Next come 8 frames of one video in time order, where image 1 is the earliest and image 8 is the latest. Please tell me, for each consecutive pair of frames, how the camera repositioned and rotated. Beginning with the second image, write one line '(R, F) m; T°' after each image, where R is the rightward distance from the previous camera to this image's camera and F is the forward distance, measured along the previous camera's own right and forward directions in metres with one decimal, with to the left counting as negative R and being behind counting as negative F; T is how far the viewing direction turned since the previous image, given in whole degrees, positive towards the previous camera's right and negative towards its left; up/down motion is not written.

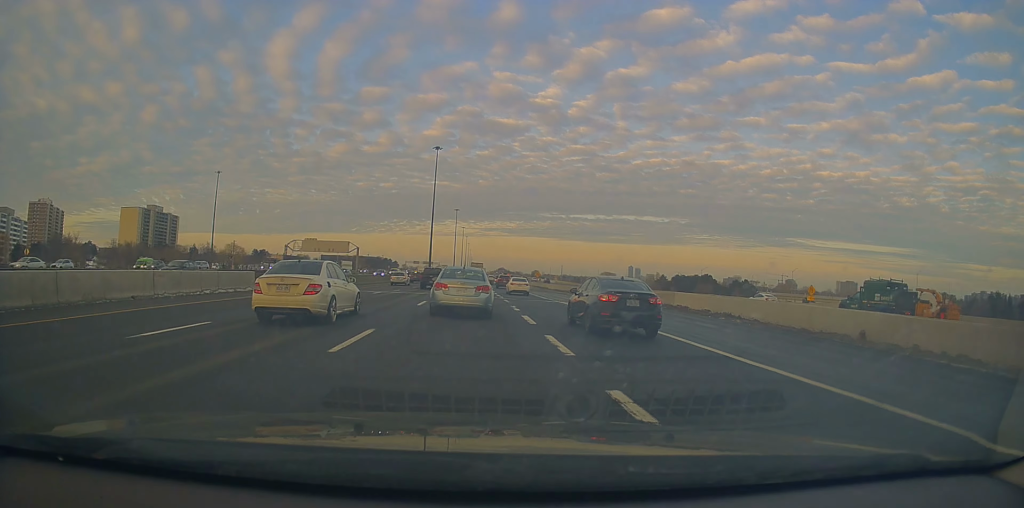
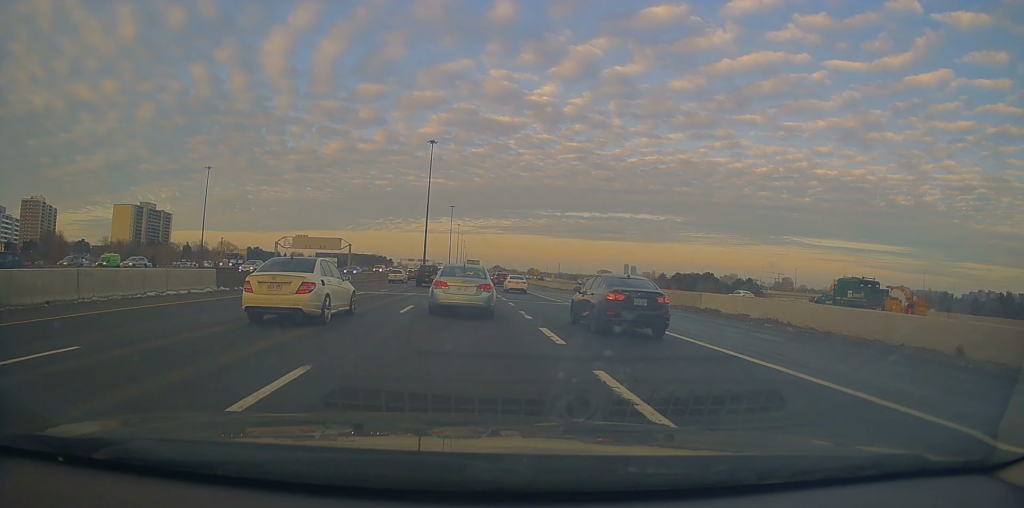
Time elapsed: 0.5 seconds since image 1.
(+0.1, +4.8) m; +1°
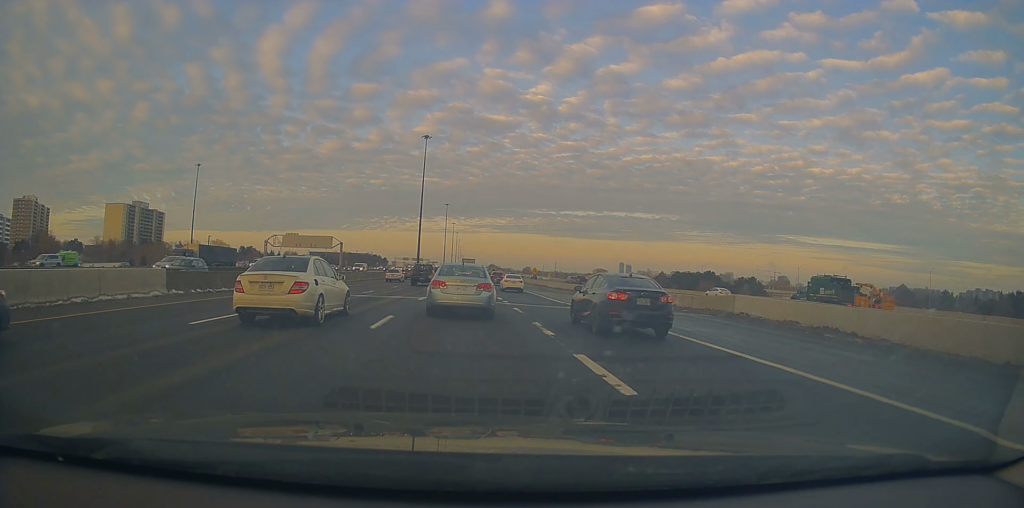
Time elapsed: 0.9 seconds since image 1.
(0.0, +4.8) m; 0°
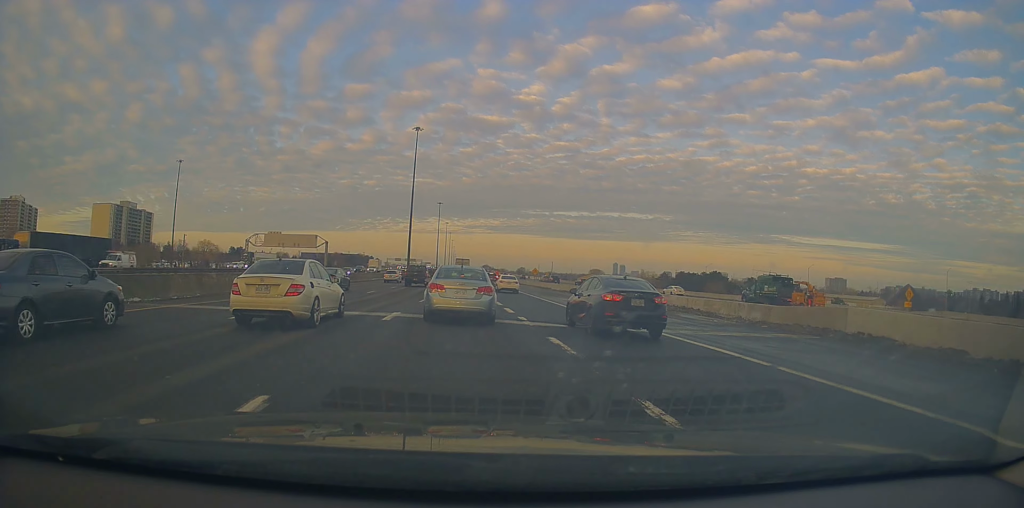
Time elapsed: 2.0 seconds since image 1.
(0.0, +10.2) m; 0°
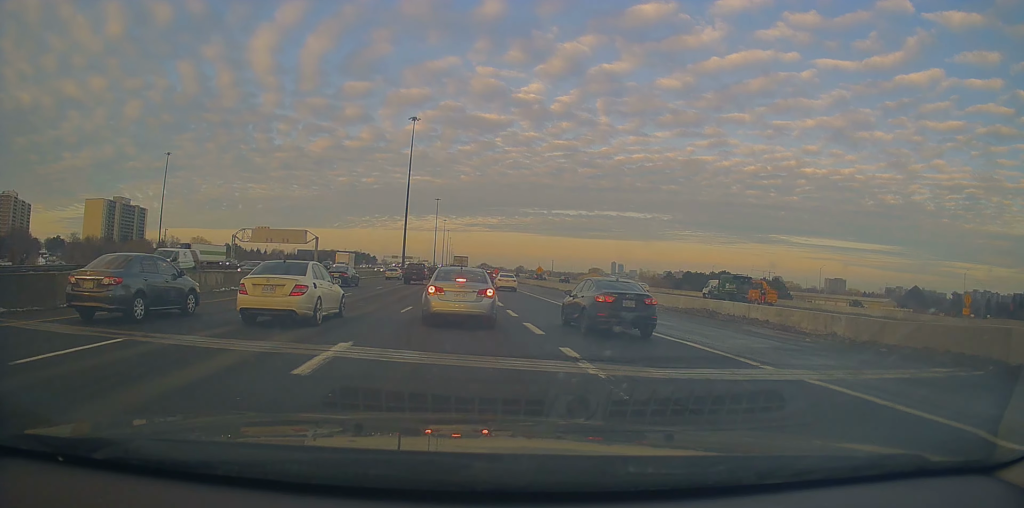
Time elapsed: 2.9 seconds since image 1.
(0.0, +8.2) m; +1°
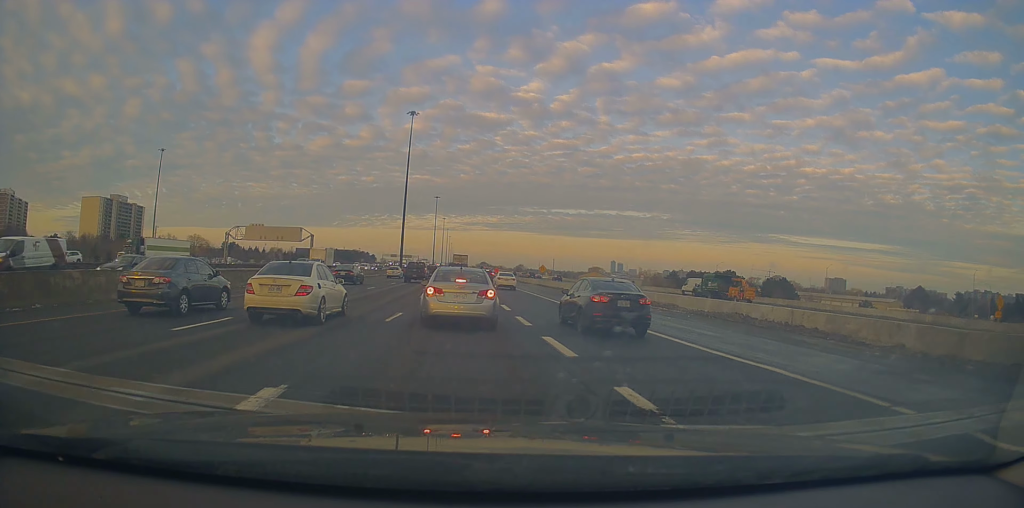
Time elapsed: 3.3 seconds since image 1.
(+0.2, +4.0) m; -1°
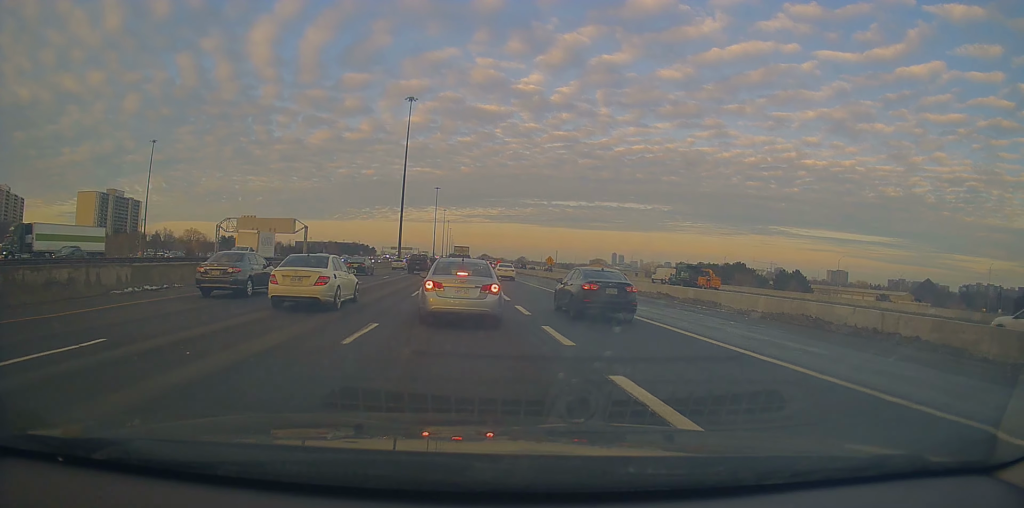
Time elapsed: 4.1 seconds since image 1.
(-0.2, +6.1) m; +1°
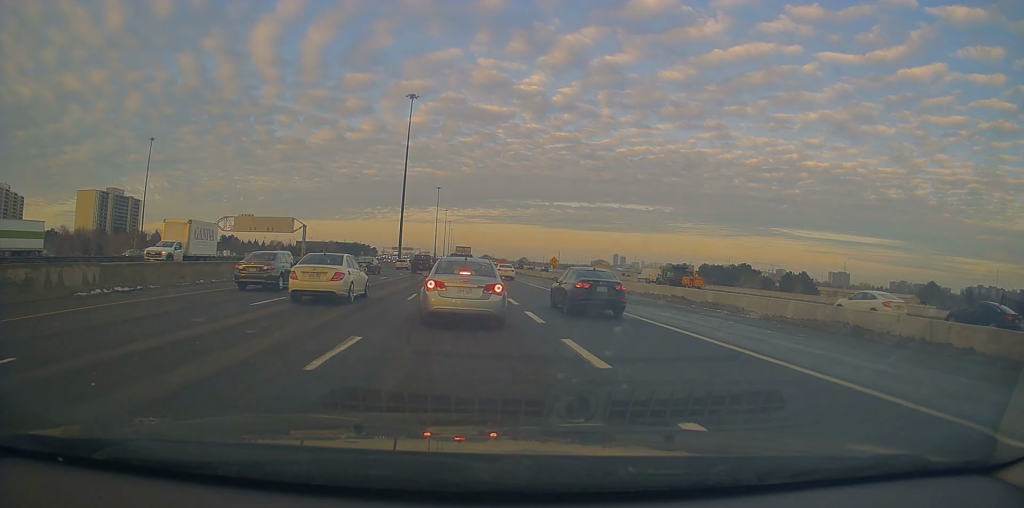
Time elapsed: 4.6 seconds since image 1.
(-0.3, +3.1) m; +1°
